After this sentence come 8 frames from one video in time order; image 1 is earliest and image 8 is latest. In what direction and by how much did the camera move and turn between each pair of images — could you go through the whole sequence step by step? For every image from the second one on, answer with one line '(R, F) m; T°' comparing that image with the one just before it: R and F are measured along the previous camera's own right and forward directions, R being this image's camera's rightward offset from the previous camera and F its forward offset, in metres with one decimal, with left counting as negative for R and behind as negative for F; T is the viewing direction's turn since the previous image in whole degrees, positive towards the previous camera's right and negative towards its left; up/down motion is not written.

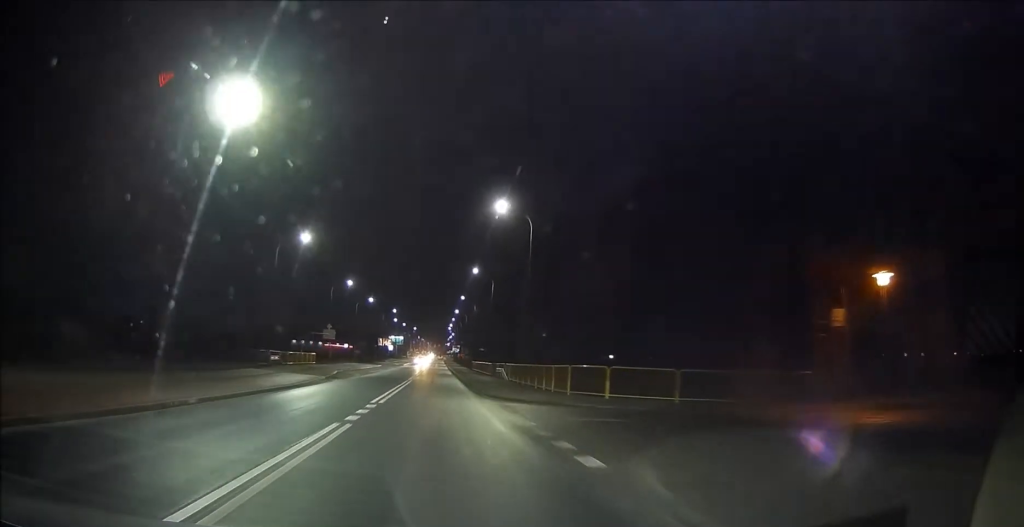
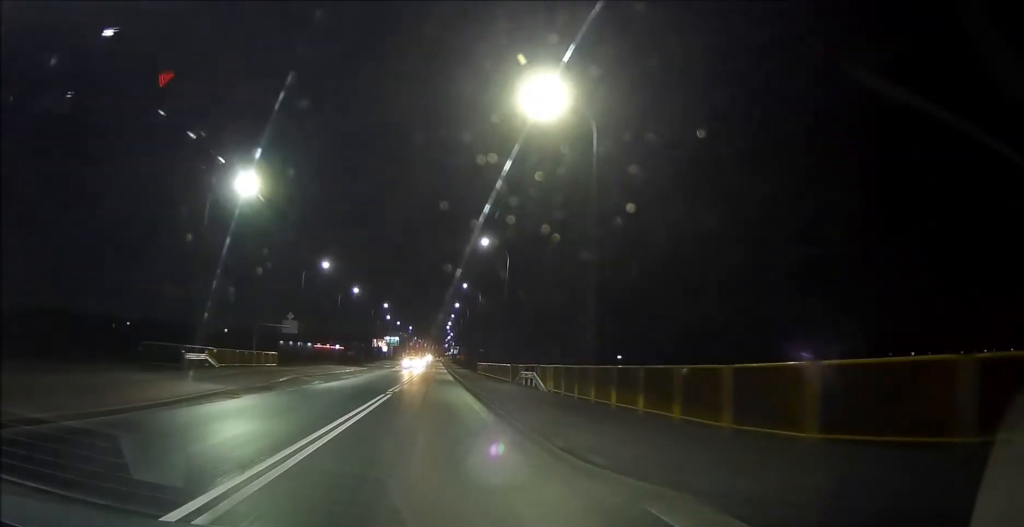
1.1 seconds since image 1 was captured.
(+0.1, +17.1) m; 0°
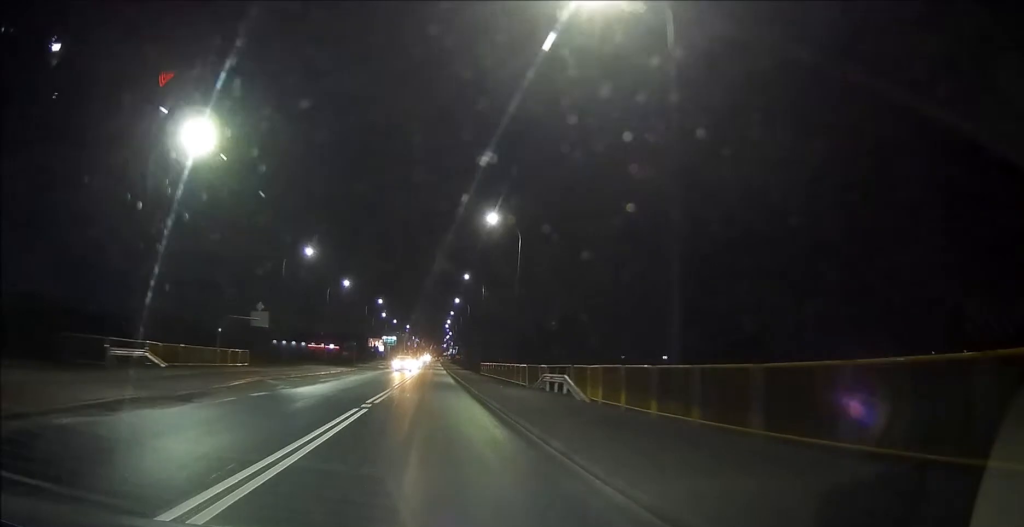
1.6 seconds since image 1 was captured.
(0.0, +8.4) m; 0°
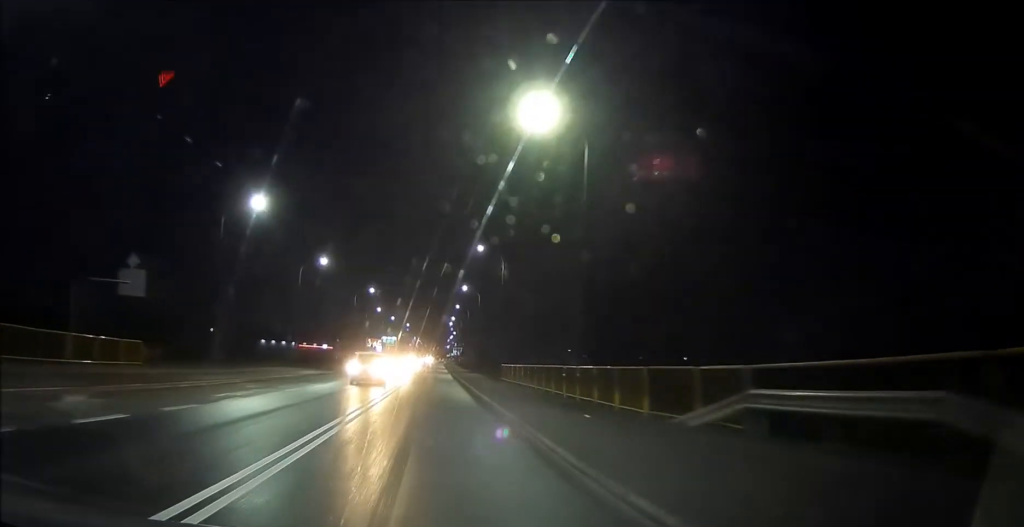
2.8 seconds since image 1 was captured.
(-0.1, +19.1) m; 0°
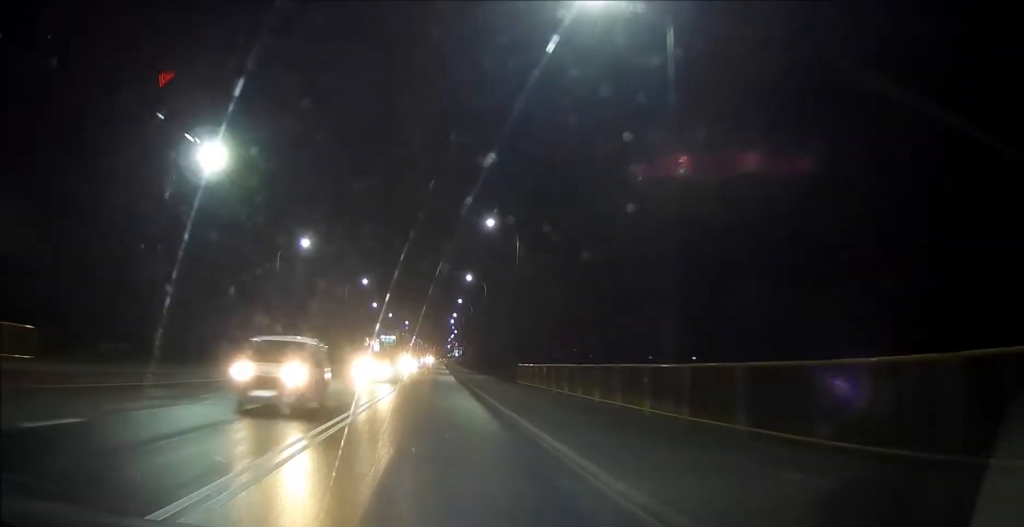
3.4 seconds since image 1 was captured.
(0.0, +9.6) m; 0°
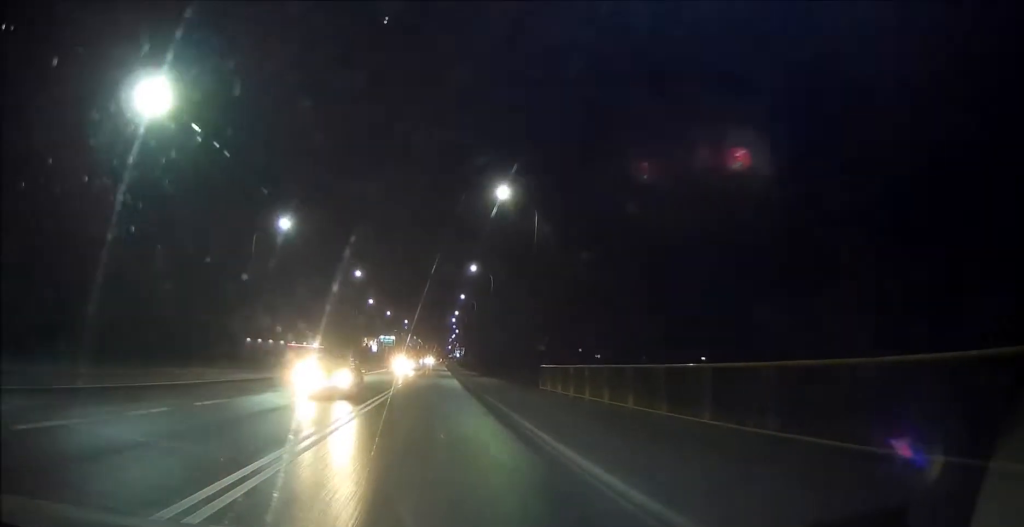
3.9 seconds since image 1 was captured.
(+0.1, +8.0) m; 0°
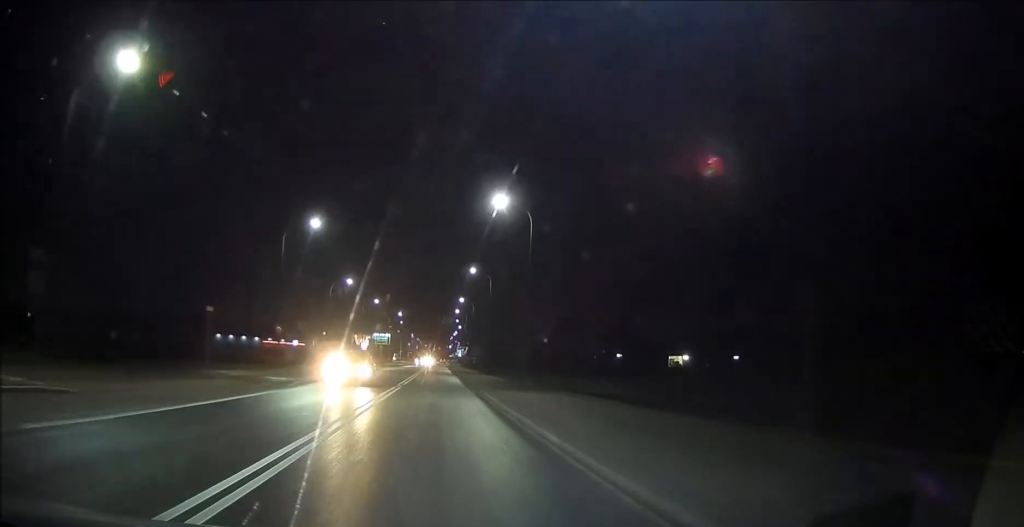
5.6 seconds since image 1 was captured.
(-0.1, +27.0) m; 0°
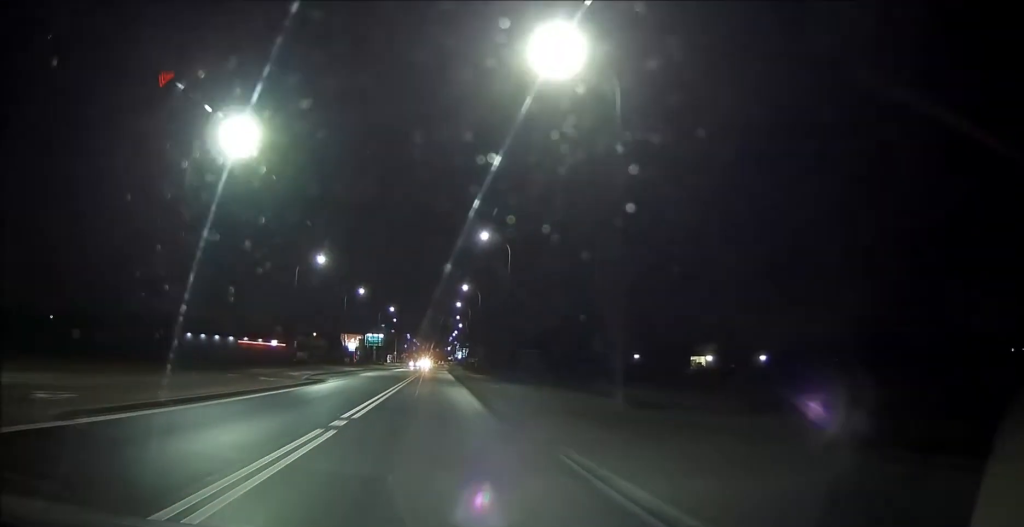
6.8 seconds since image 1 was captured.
(+0.1, +19.5) m; 0°
